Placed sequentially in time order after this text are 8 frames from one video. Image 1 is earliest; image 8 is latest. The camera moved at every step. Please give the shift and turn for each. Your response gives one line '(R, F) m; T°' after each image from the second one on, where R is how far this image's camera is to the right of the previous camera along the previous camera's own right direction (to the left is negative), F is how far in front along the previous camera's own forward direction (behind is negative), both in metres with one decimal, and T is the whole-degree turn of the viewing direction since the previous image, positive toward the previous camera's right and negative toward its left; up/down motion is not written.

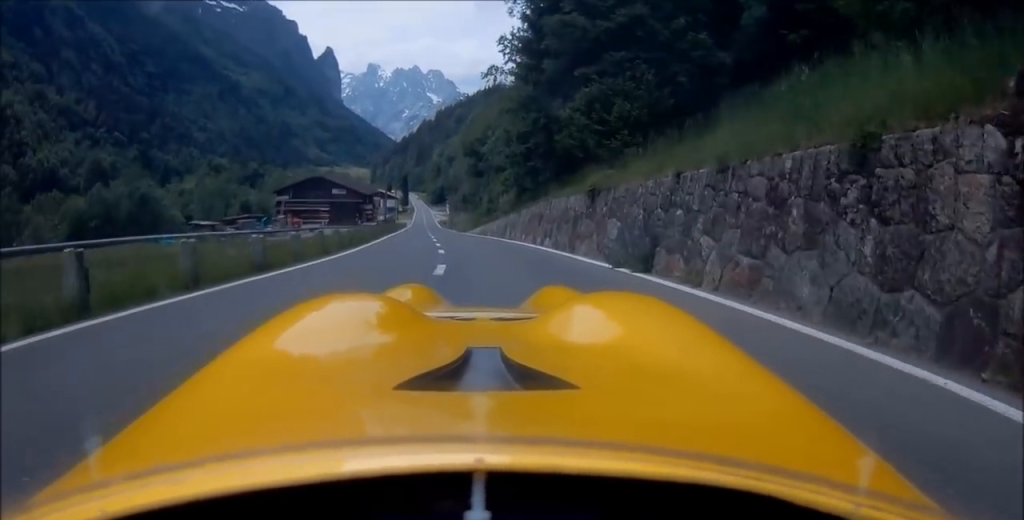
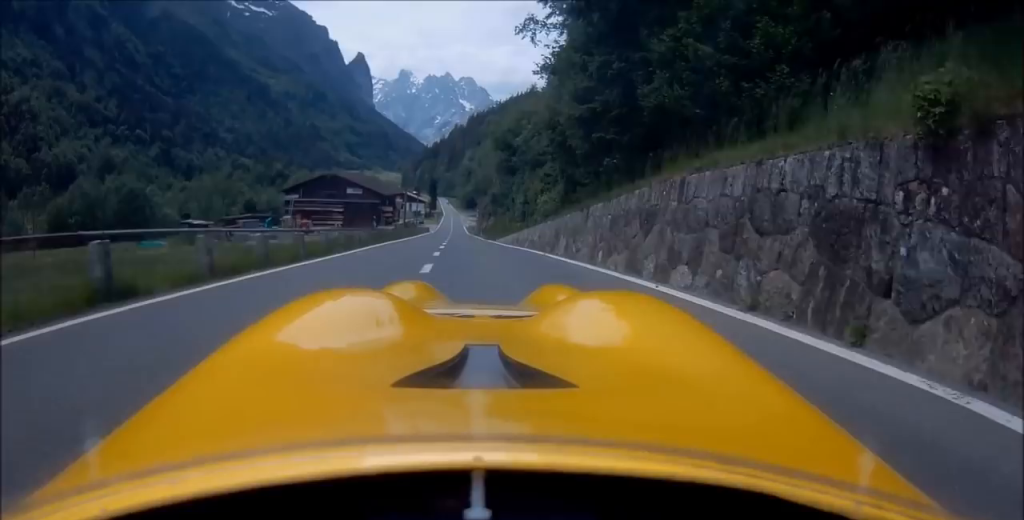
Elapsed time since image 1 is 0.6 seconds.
(-0.6, +11.2) m; -4°
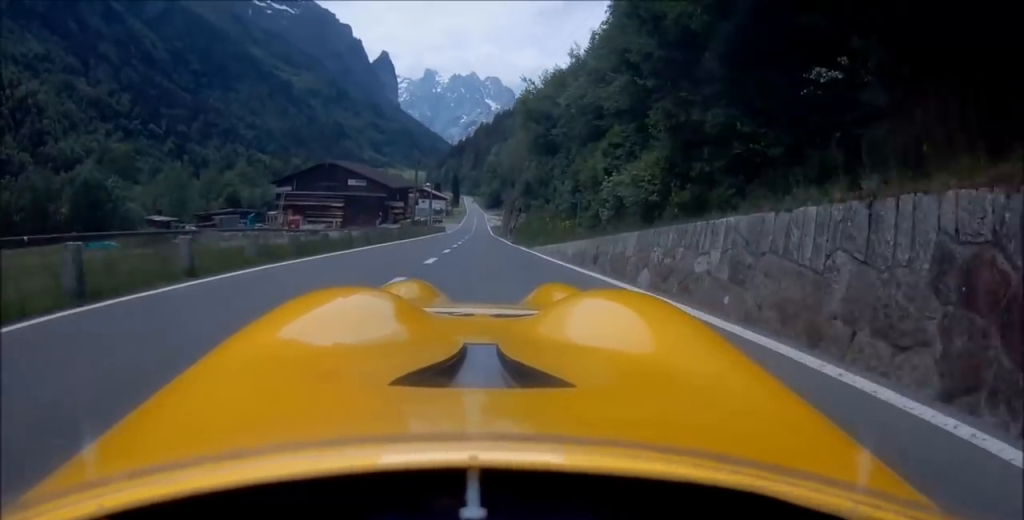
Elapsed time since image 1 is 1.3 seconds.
(-0.7, +15.2) m; -3°
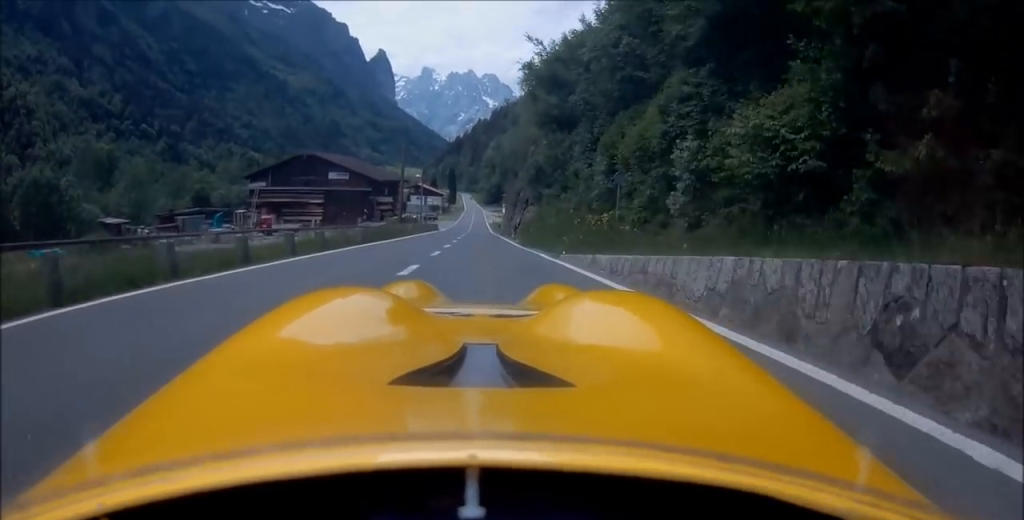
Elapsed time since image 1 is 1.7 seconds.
(-0.1, +9.1) m; -2°
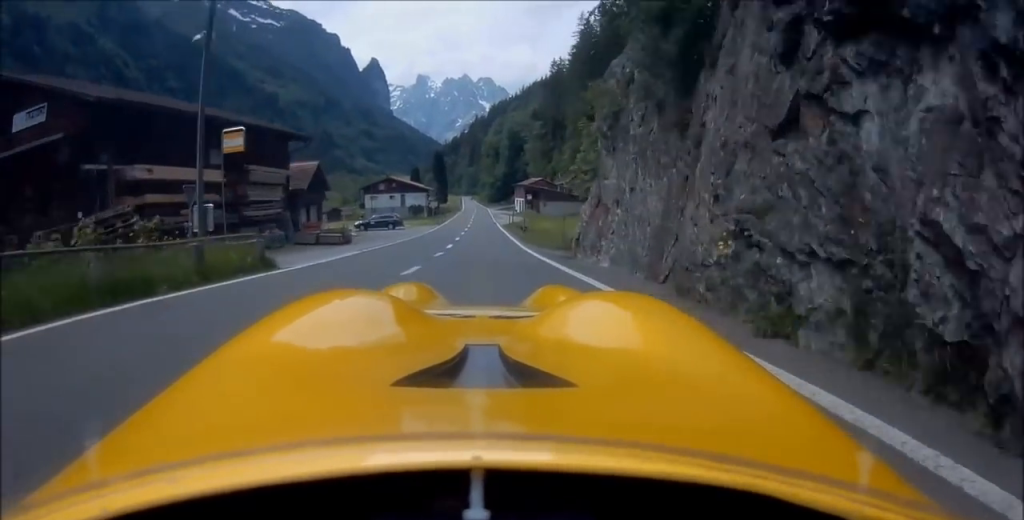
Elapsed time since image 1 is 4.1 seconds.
(-1.2, +51.7) m; -3°
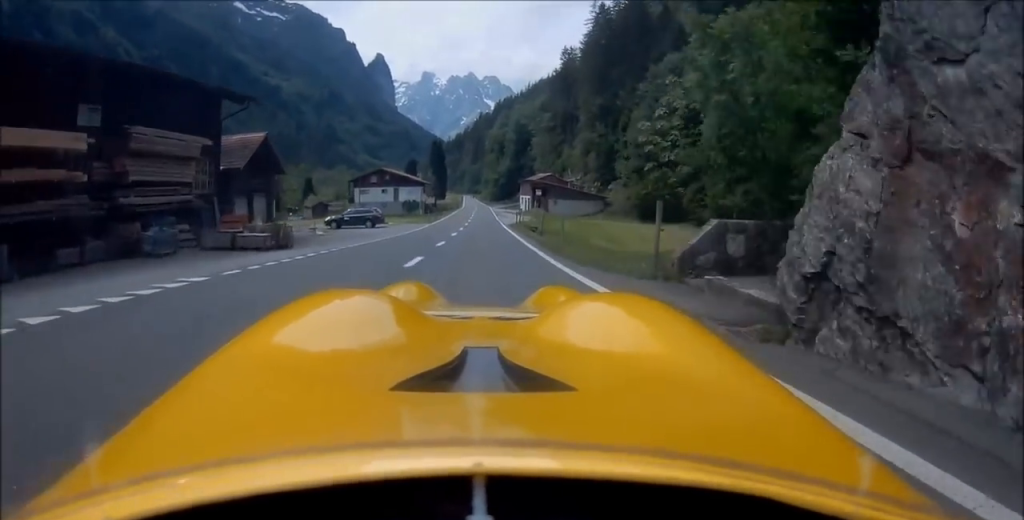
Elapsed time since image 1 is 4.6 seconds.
(-0.2, +10.8) m; -1°
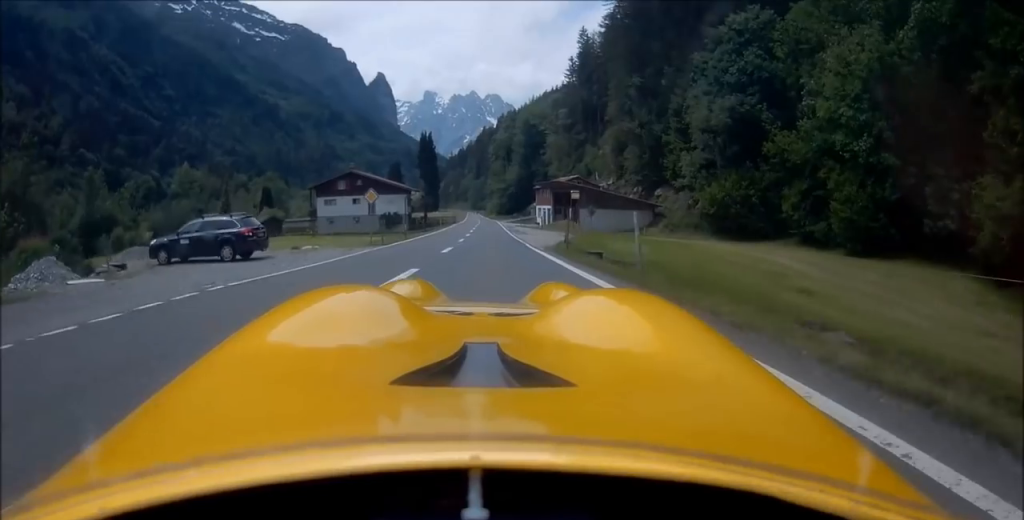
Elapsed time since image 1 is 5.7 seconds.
(+0.1, +25.5) m; 0°
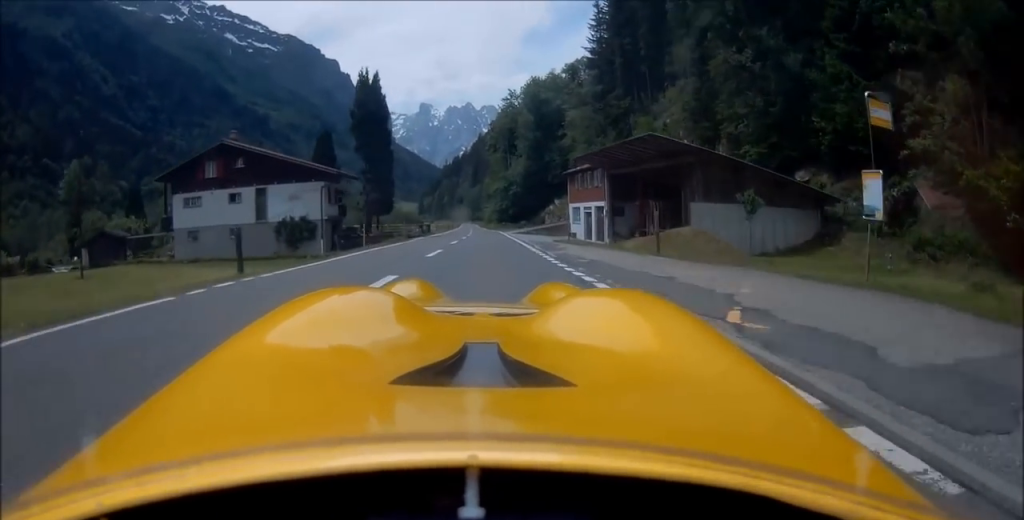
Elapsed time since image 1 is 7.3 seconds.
(+0.1, +37.2) m; 0°
